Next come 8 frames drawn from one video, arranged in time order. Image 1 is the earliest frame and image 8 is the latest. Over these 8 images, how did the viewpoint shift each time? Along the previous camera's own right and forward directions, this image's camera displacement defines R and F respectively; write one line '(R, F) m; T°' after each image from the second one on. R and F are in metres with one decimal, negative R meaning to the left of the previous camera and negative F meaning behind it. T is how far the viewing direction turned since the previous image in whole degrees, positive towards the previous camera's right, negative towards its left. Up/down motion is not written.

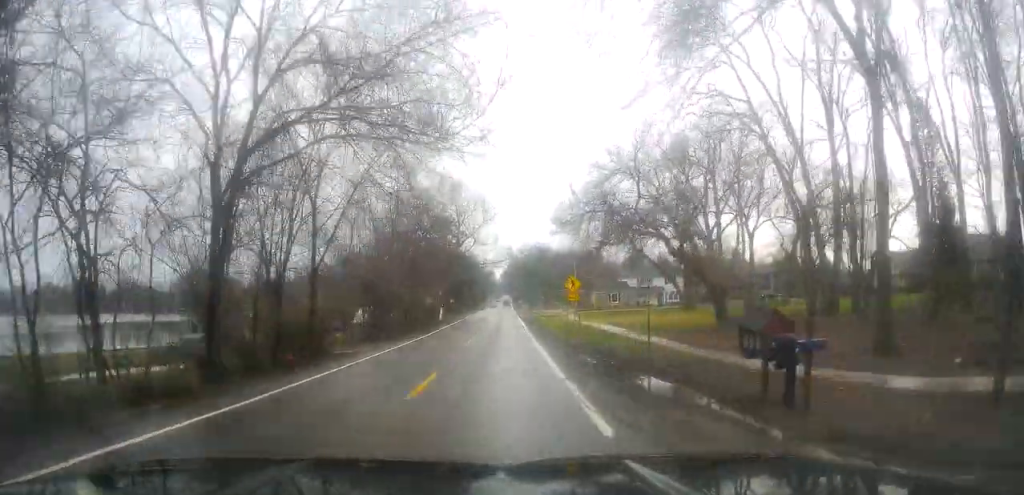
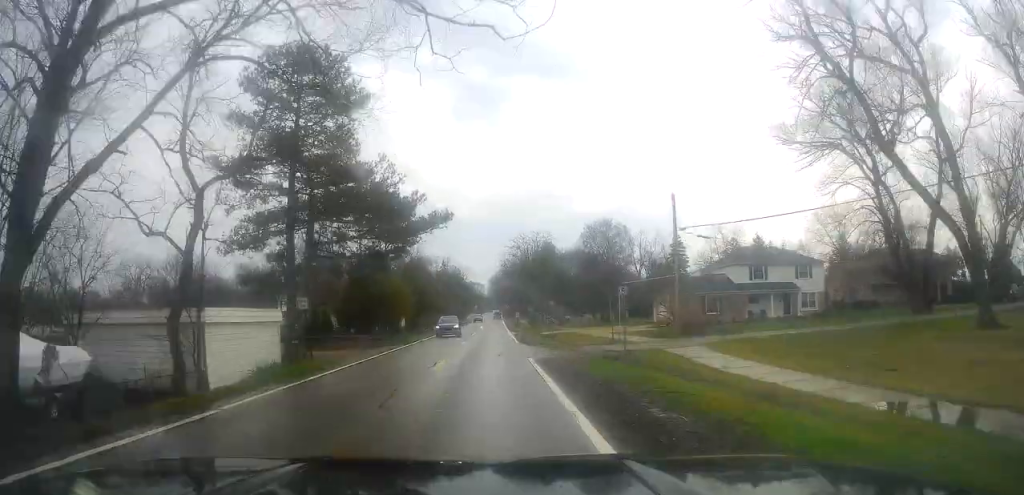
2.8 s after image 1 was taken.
(0.0, +53.0) m; 0°
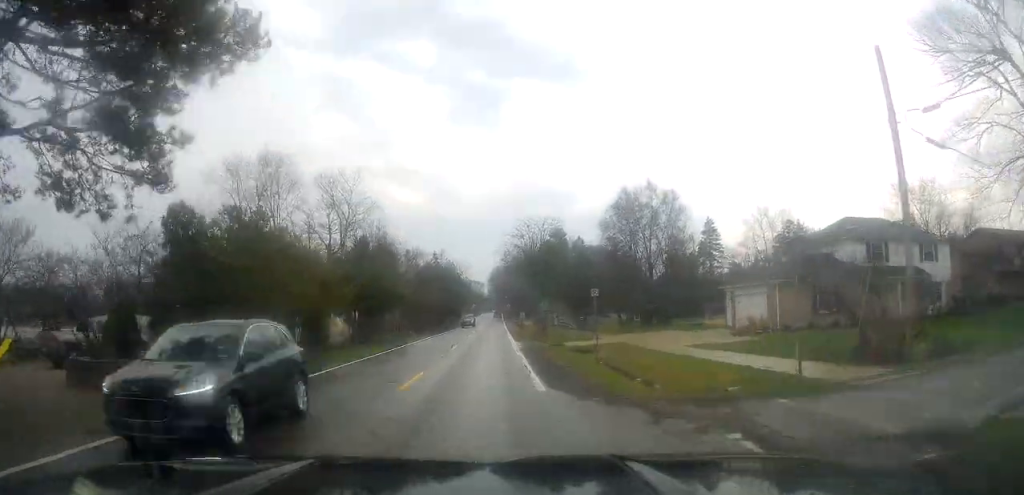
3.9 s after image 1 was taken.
(+0.2, +19.8) m; +1°
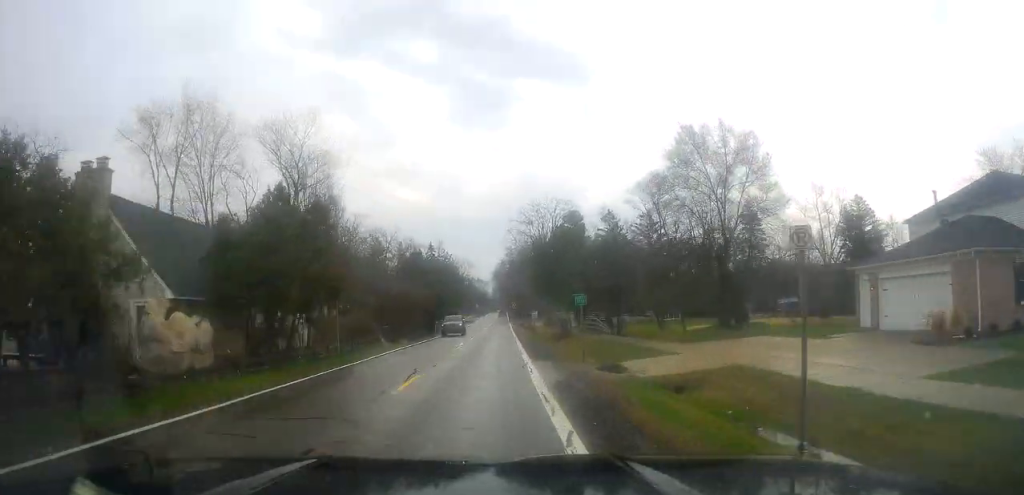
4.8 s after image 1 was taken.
(+0.2, +15.8) m; 0°
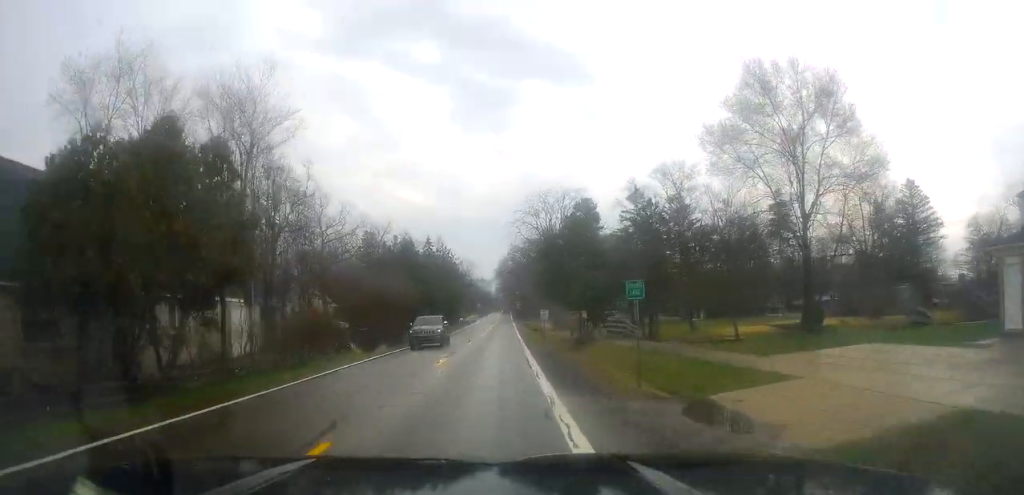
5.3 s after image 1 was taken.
(-0.3, +9.0) m; 0°
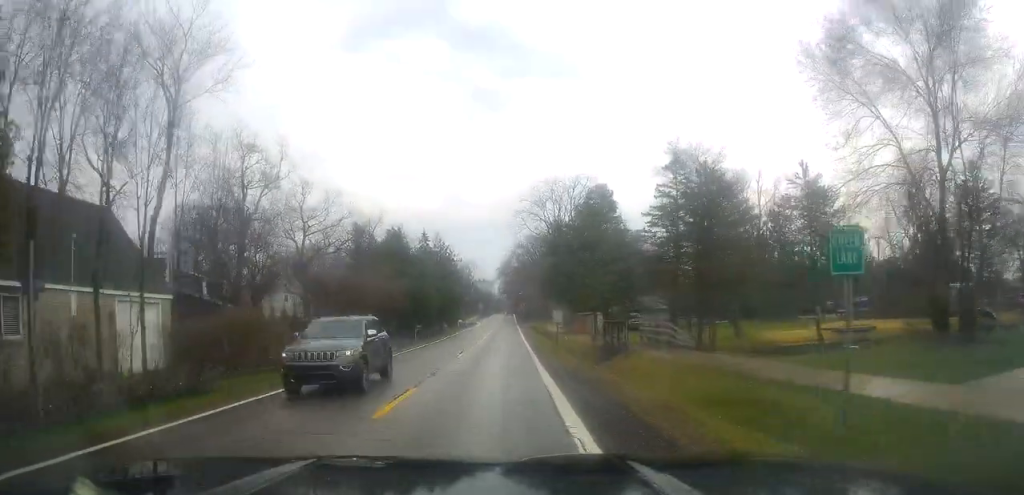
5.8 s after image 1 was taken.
(0.0, +9.0) m; 0°
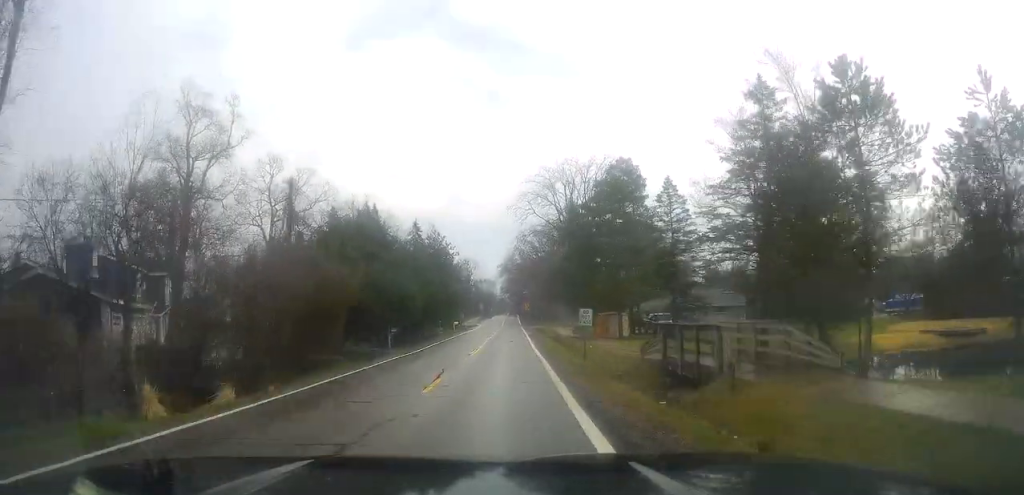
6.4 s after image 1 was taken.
(+0.4, +11.3) m; -1°
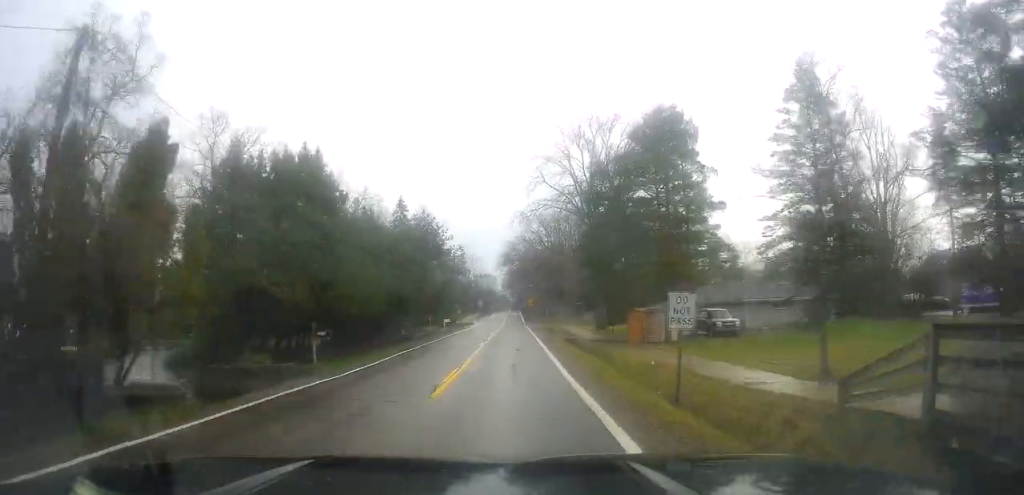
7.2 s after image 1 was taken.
(-0.6, +13.6) m; -1°
